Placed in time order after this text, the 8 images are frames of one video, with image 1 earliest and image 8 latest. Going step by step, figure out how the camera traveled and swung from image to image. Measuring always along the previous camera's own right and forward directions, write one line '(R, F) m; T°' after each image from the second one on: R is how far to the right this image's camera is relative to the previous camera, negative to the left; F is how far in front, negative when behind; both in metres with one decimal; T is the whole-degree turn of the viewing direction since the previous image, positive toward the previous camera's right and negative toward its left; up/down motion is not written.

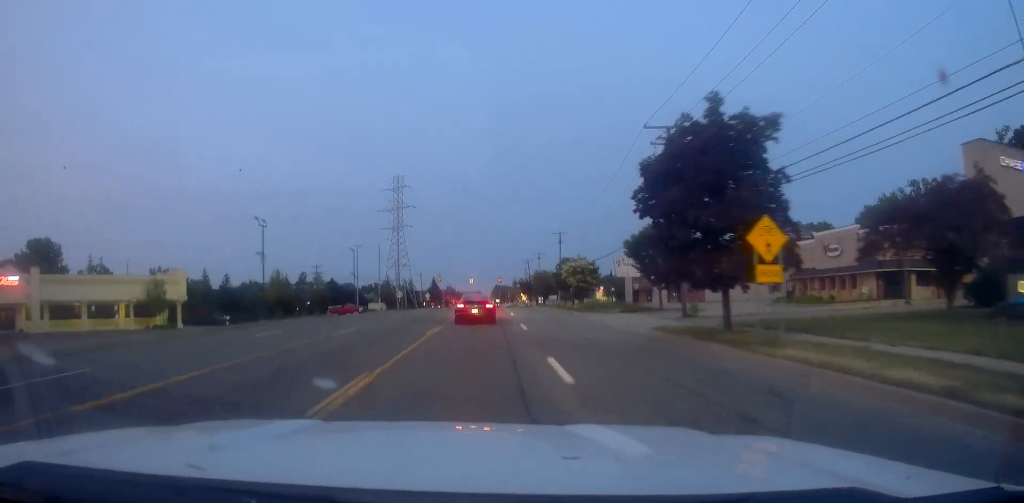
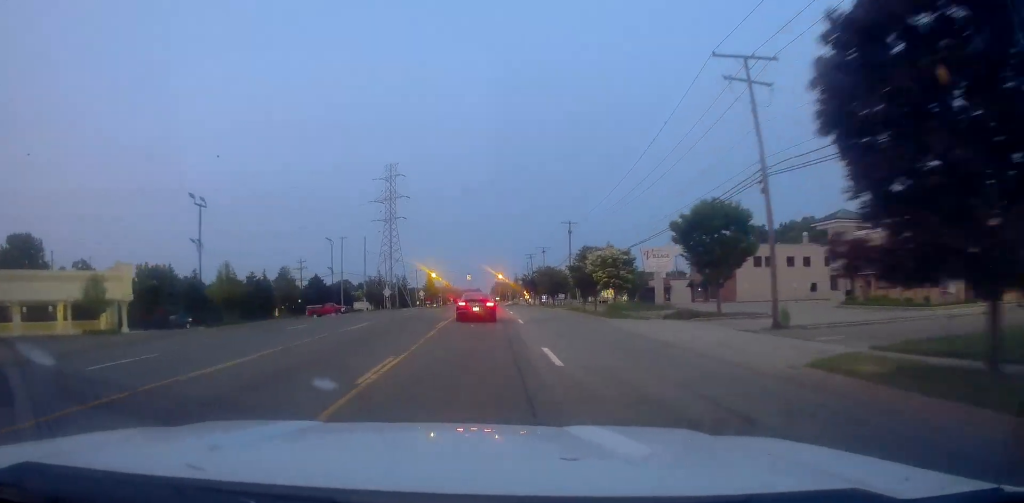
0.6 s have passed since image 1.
(0.0, +11.7) m; -1°
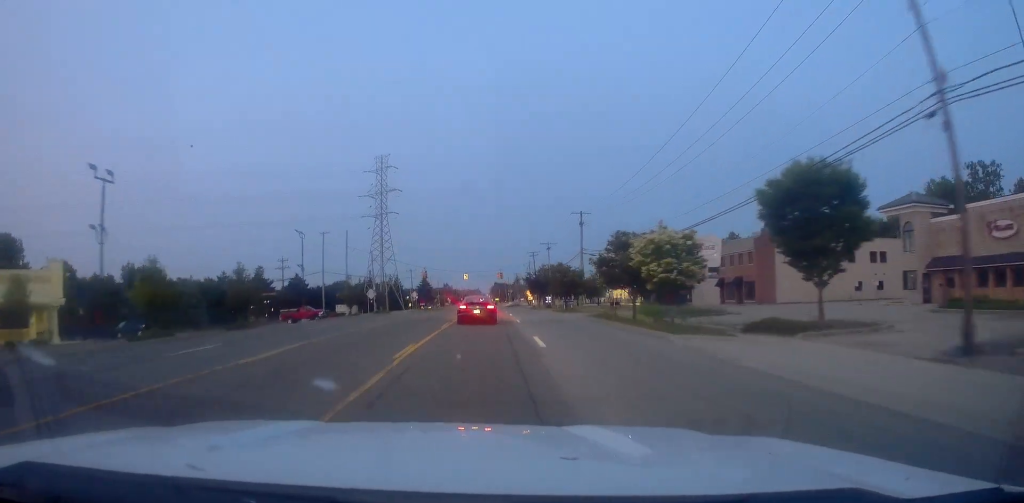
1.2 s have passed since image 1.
(+0.1, +11.0) m; -2°
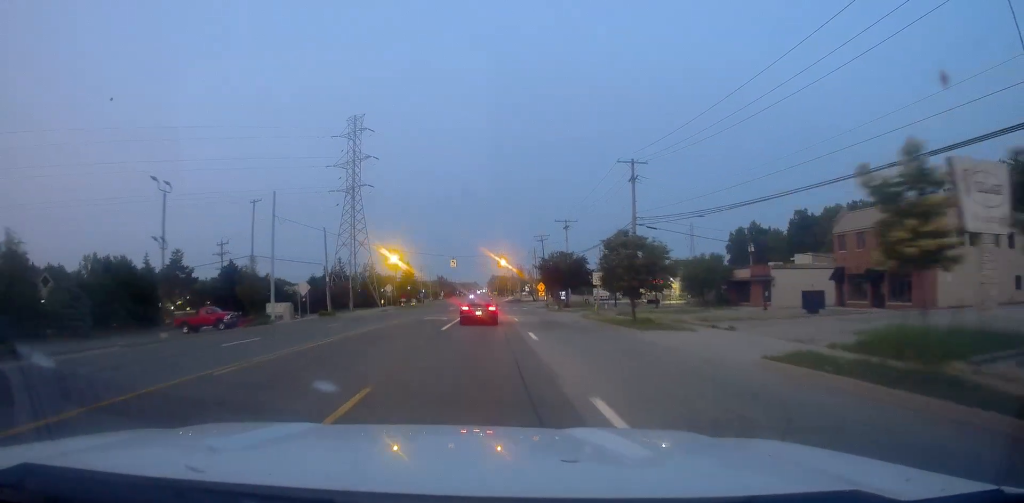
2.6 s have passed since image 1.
(-0.6, +26.3) m; 0°
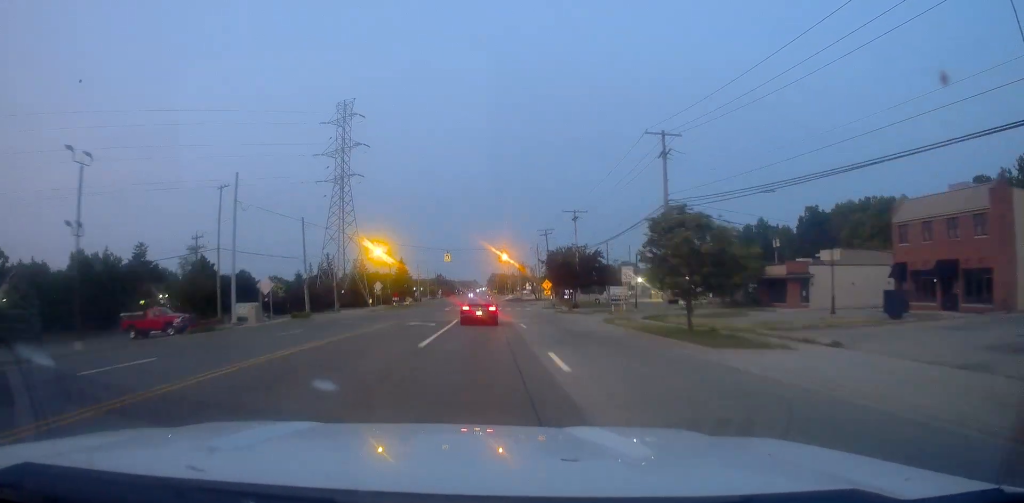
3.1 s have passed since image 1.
(+0.3, +8.3) m; +1°
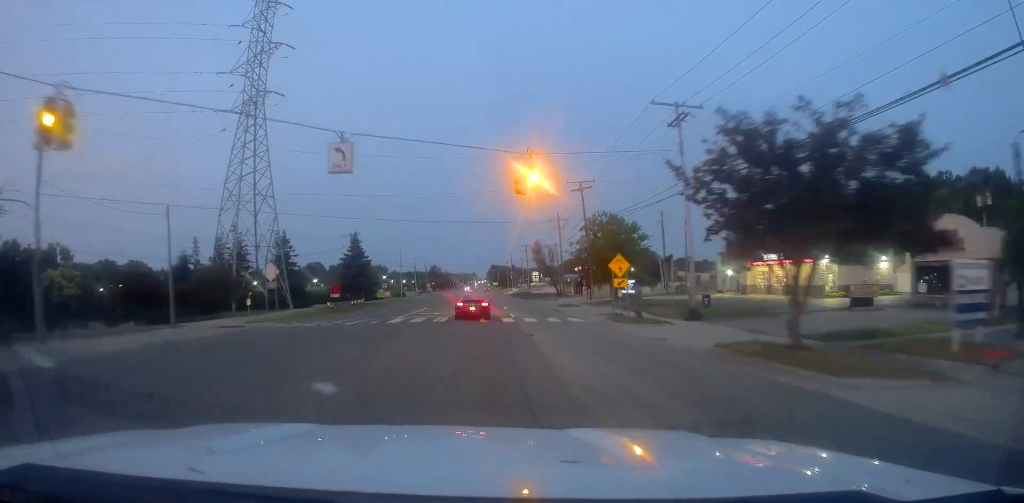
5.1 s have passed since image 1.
(+0.3, +40.1) m; +1°
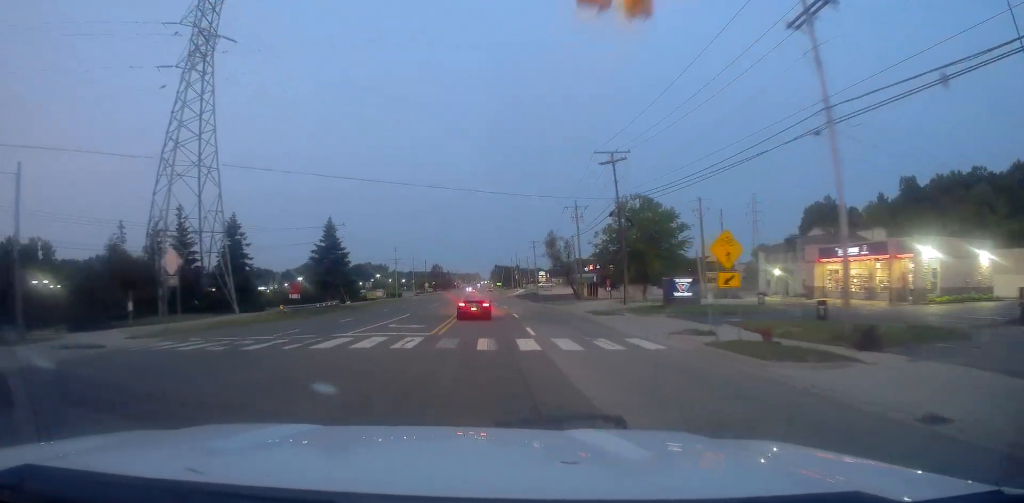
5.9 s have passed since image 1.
(+0.1, +14.2) m; -1°
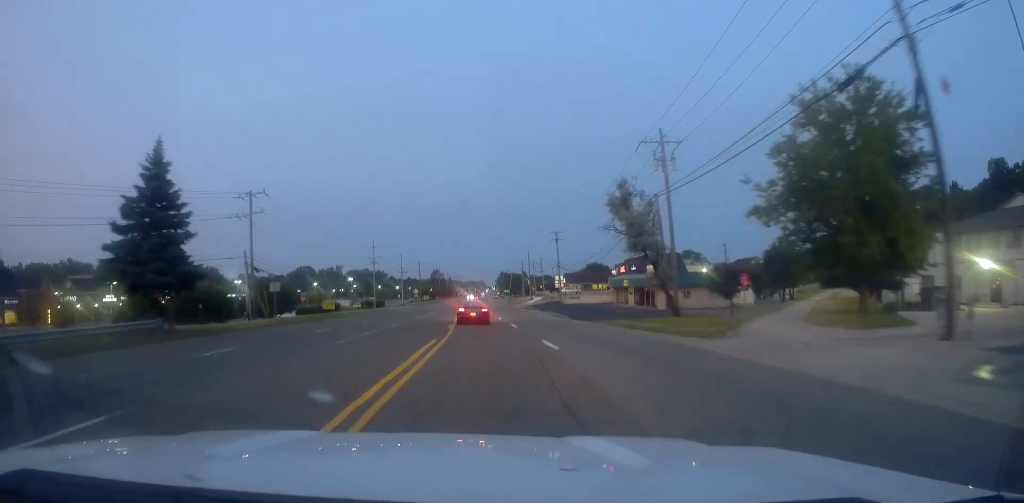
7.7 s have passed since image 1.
(-0.8, +35.4) m; -1°
